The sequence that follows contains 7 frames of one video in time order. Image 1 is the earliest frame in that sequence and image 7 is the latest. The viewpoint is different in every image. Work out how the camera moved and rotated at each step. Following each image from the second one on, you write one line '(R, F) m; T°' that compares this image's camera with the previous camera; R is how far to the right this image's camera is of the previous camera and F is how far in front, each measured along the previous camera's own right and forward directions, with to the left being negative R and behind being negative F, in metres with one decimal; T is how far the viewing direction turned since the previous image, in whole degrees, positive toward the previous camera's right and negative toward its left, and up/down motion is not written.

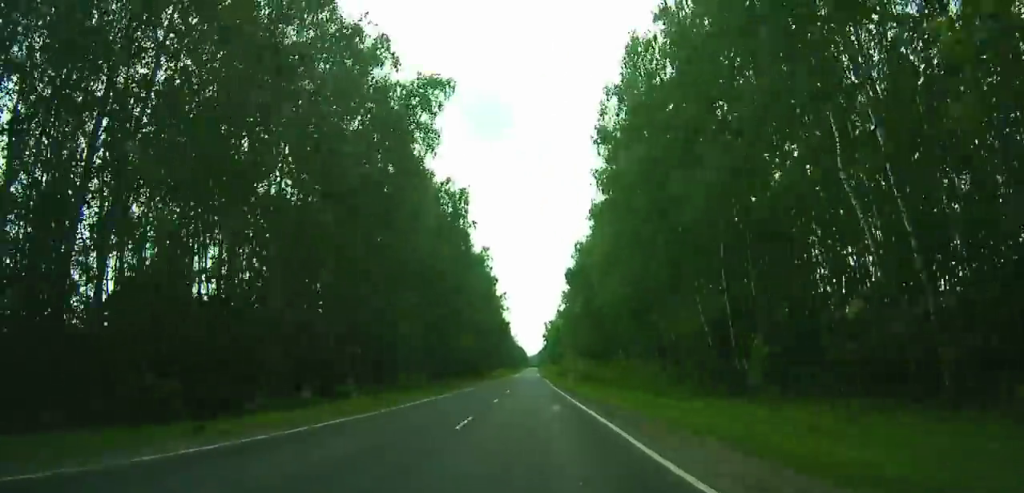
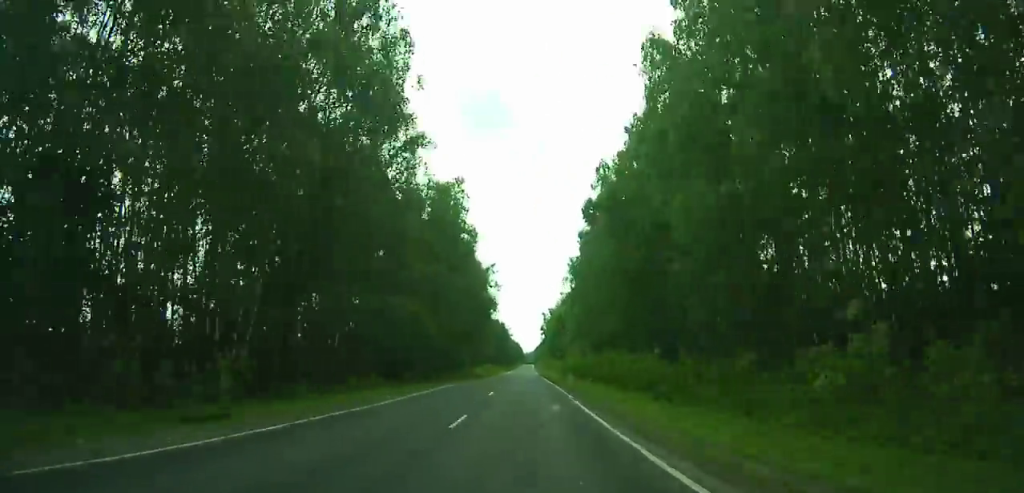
(+0.1, +37.5) m; 0°
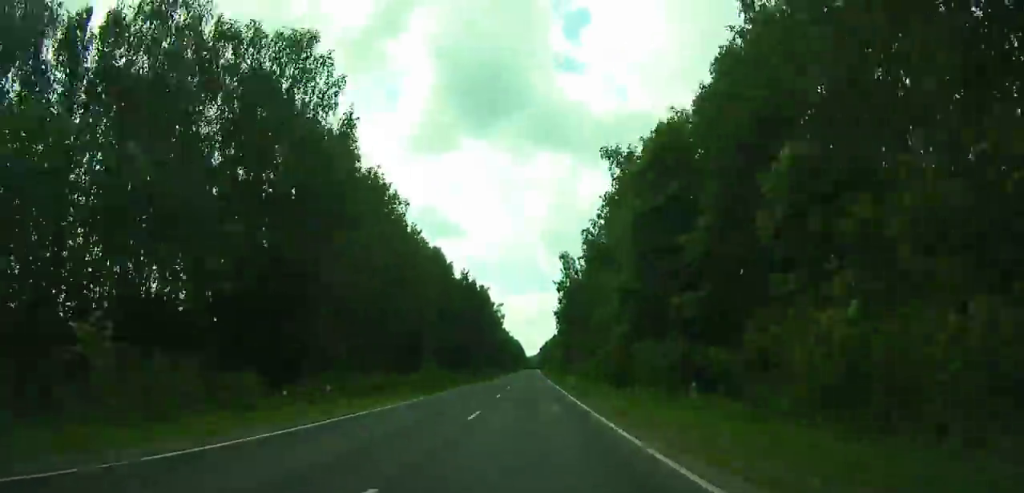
(-0.6, +141.7) m; 0°
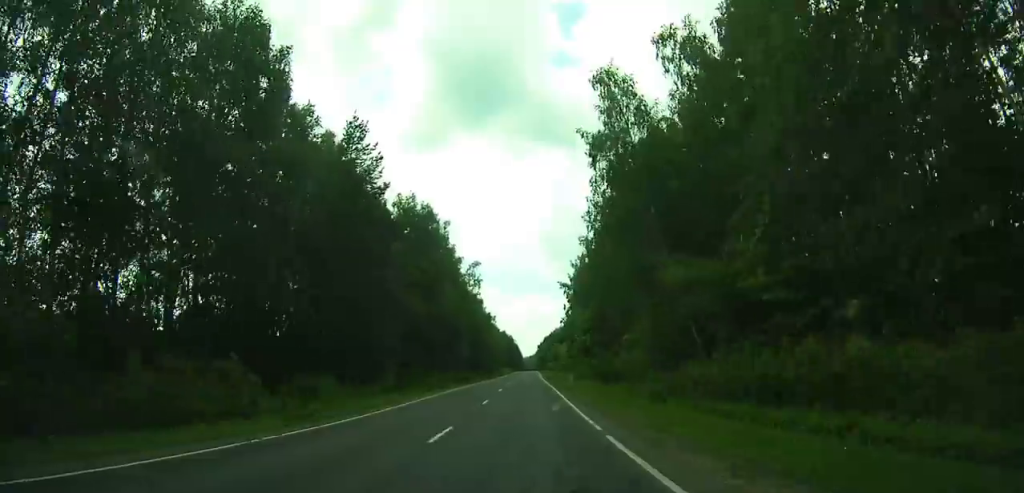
(-0.2, +77.8) m; 0°
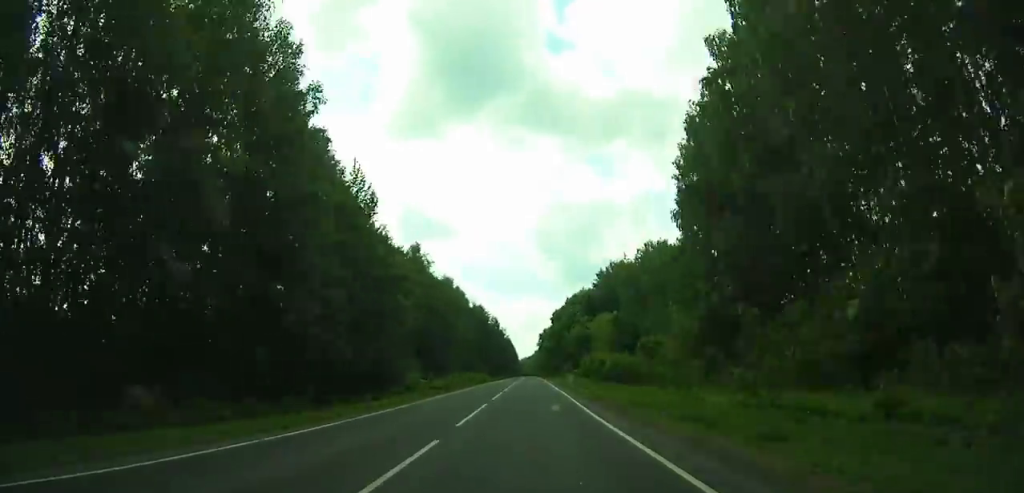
(+1.2, +154.3) m; +1°
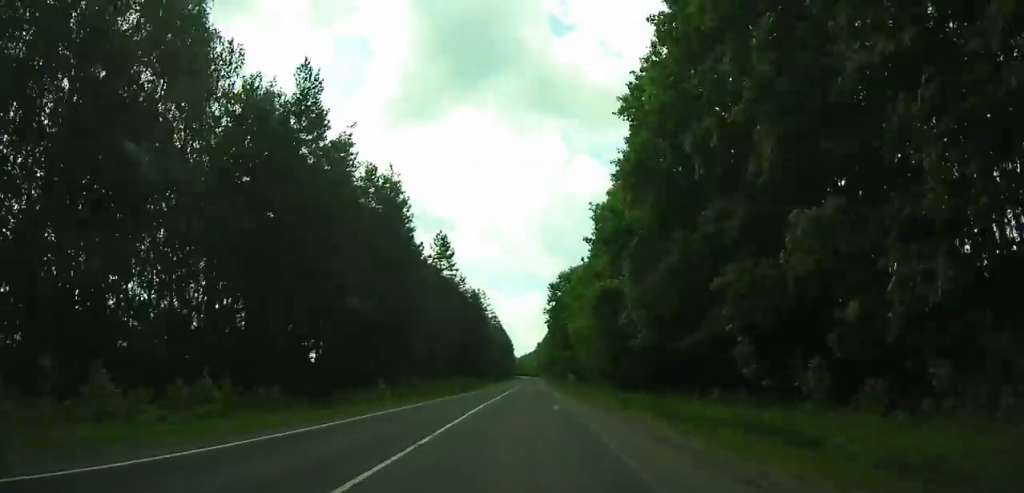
(-0.3, +139.4) m; 0°
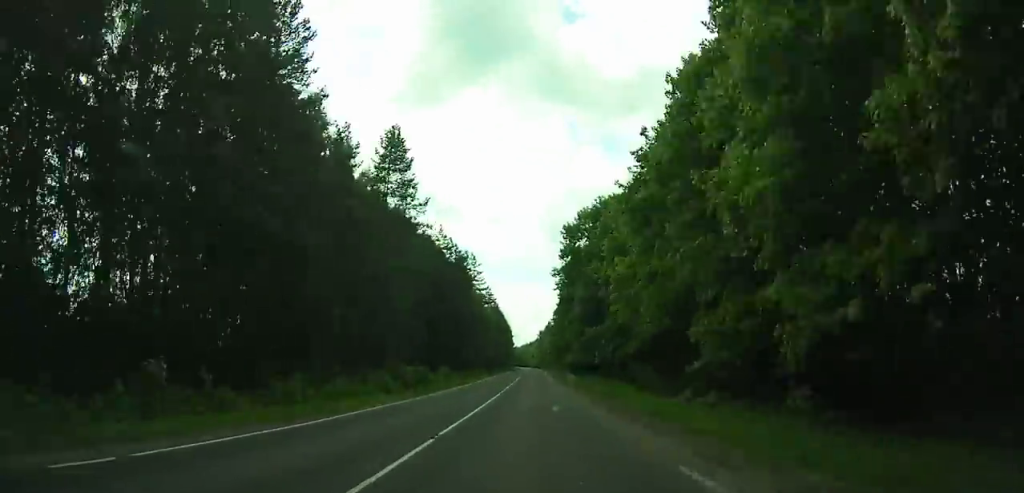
(0.0, +38.8) m; 0°
